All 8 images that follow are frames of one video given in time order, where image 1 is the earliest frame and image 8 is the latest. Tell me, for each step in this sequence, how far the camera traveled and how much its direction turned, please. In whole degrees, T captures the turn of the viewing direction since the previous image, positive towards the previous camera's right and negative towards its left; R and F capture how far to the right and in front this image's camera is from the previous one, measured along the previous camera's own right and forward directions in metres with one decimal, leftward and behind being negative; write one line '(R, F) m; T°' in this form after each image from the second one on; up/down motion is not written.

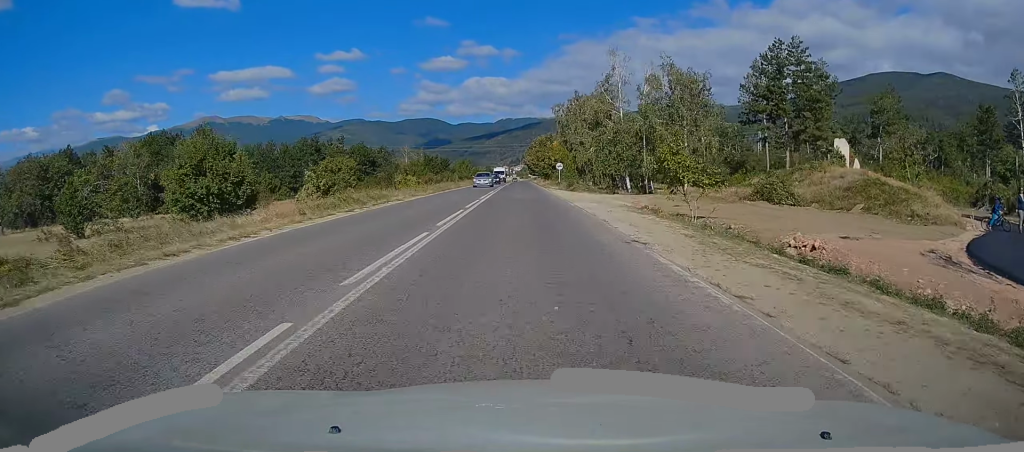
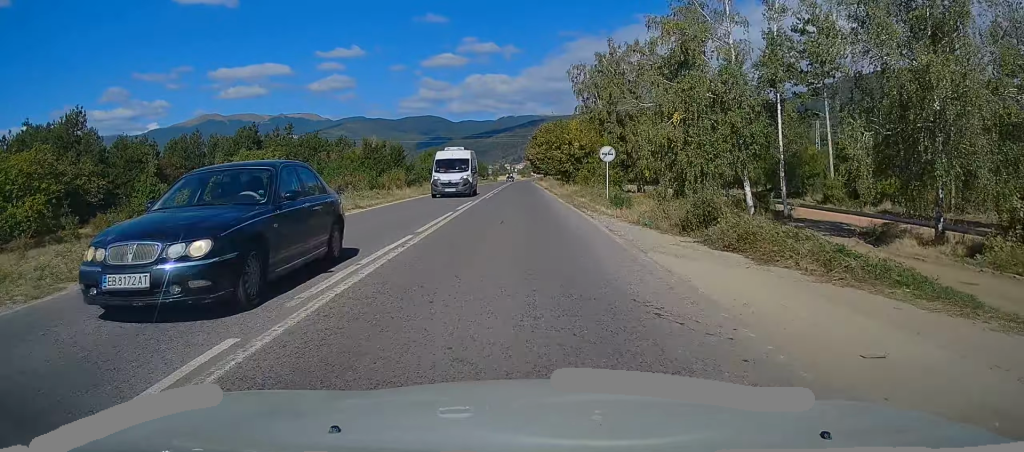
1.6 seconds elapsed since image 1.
(-0.1, +39.1) m; 0°
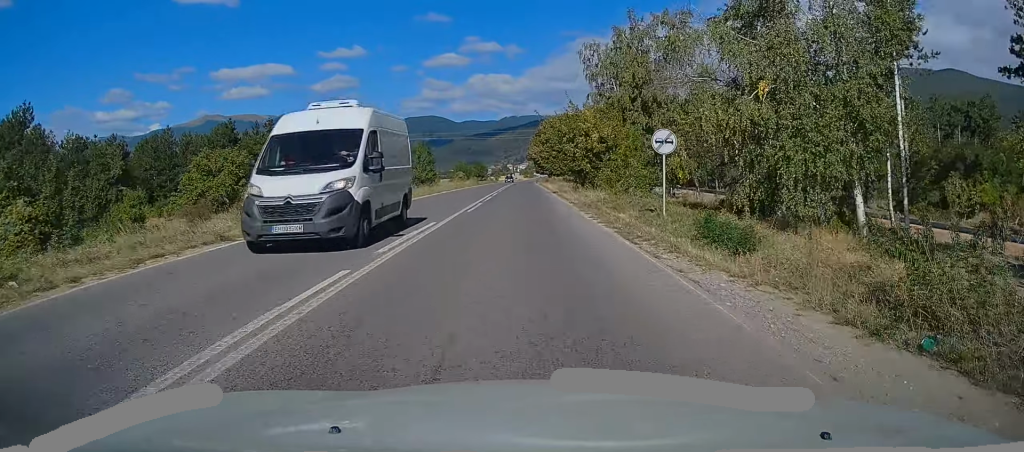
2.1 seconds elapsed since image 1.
(0.0, +11.6) m; 0°
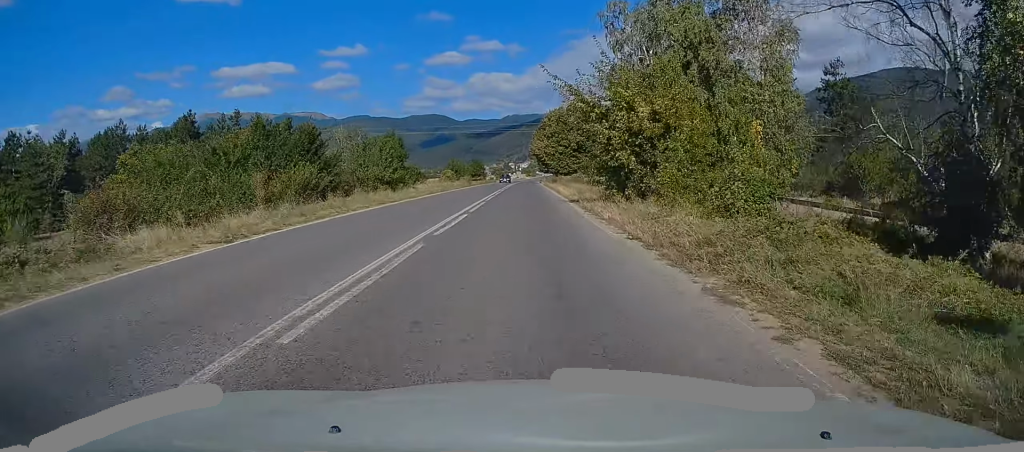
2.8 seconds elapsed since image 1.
(0.0, +15.4) m; 0°
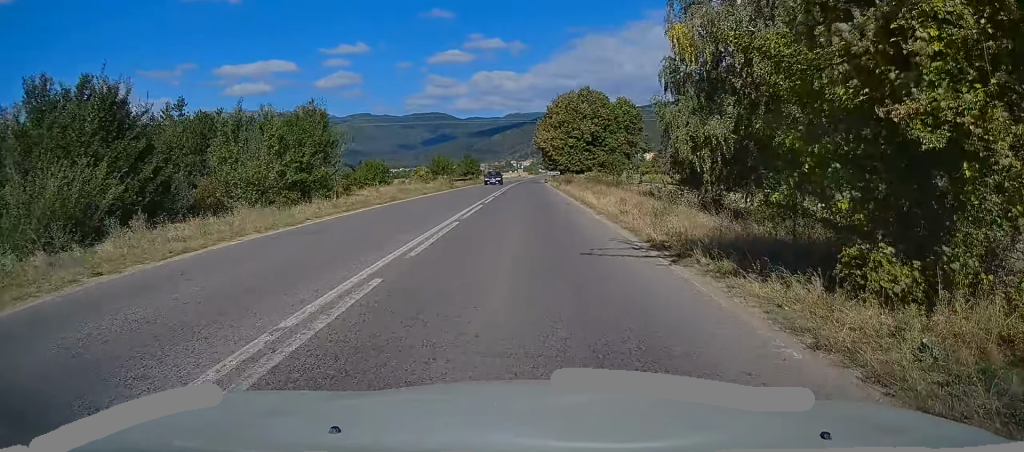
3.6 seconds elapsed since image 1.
(+0.1, +18.9) m; -1°
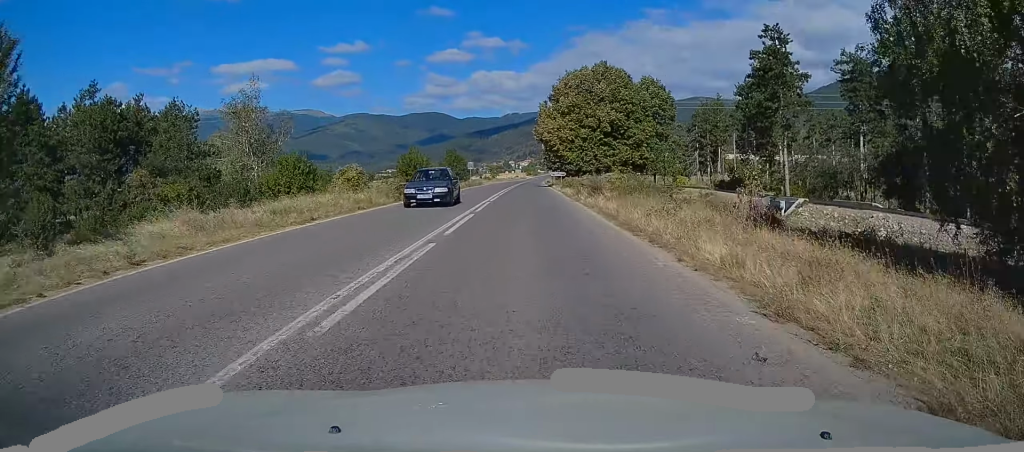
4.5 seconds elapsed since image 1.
(-0.3, +19.9) m; 0°
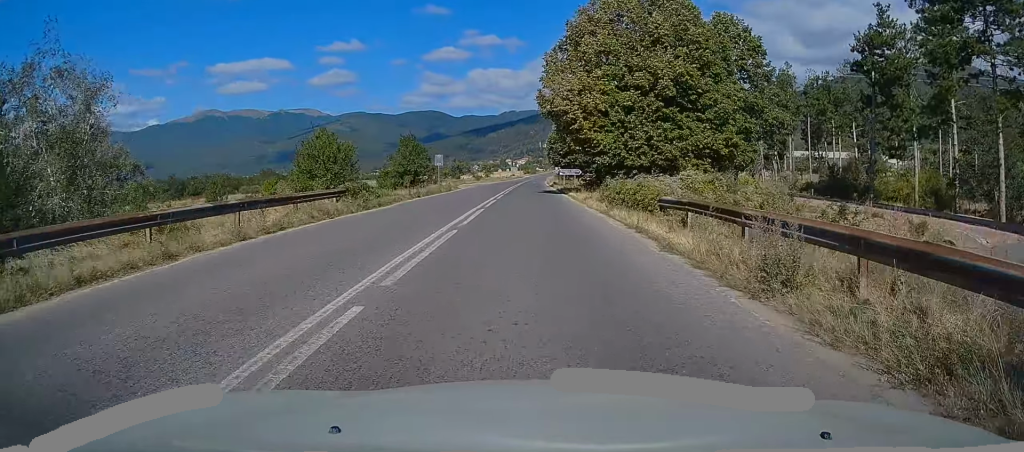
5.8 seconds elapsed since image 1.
(+0.4, +28.0) m; +1°
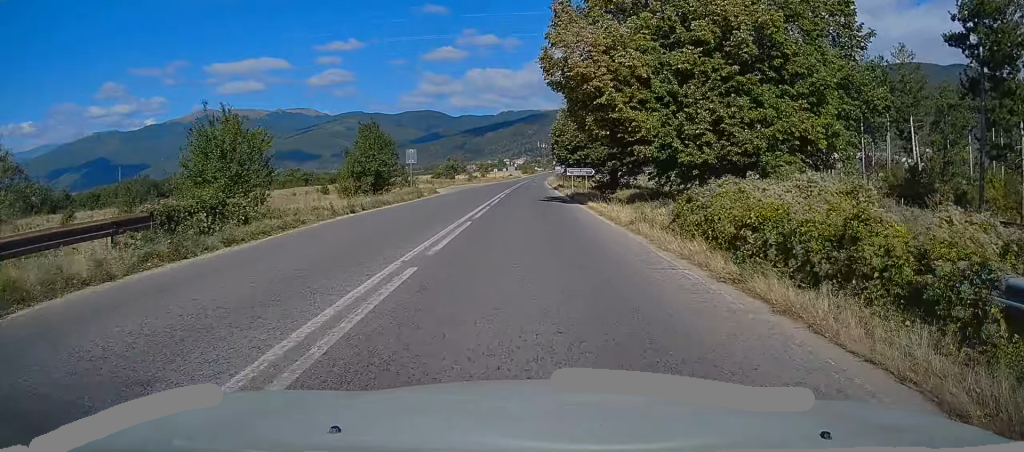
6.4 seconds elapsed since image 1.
(0.0, +12.5) m; 0°
